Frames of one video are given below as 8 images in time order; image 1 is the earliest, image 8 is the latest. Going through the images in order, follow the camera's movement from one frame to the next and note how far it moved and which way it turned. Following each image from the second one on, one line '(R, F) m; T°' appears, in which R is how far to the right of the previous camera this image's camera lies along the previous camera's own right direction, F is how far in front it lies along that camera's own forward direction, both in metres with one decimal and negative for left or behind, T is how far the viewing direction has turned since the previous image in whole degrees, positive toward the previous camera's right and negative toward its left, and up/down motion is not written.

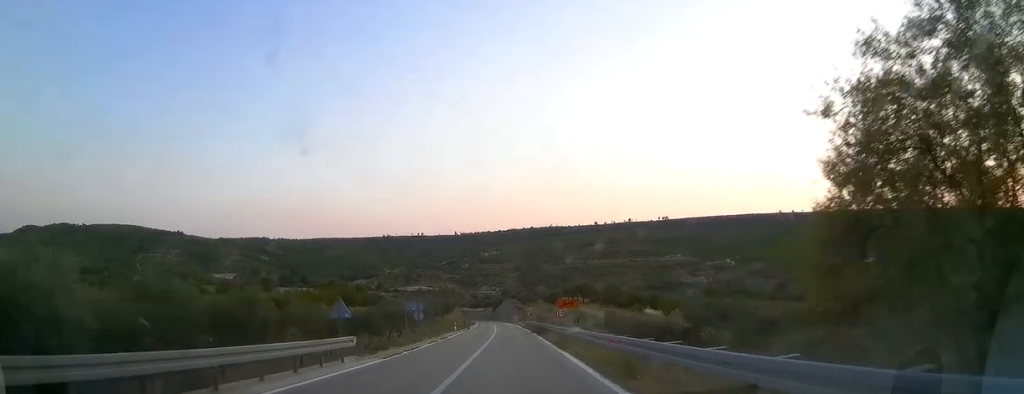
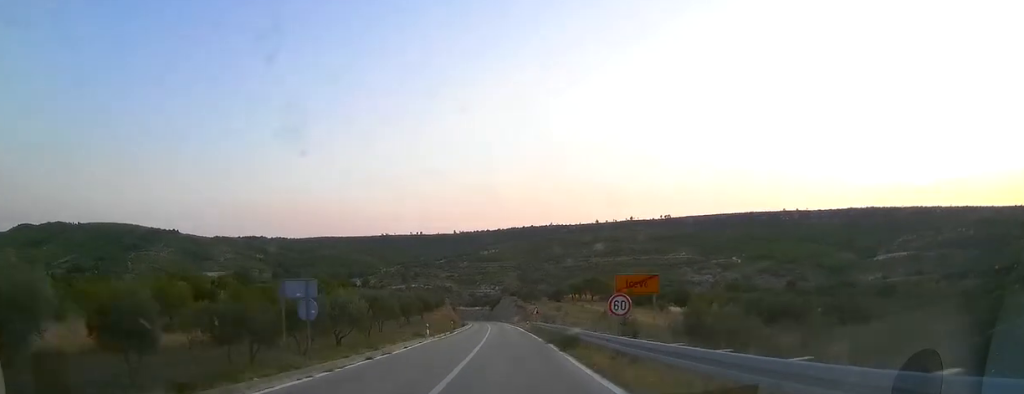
(0.0, +17.4) m; 0°
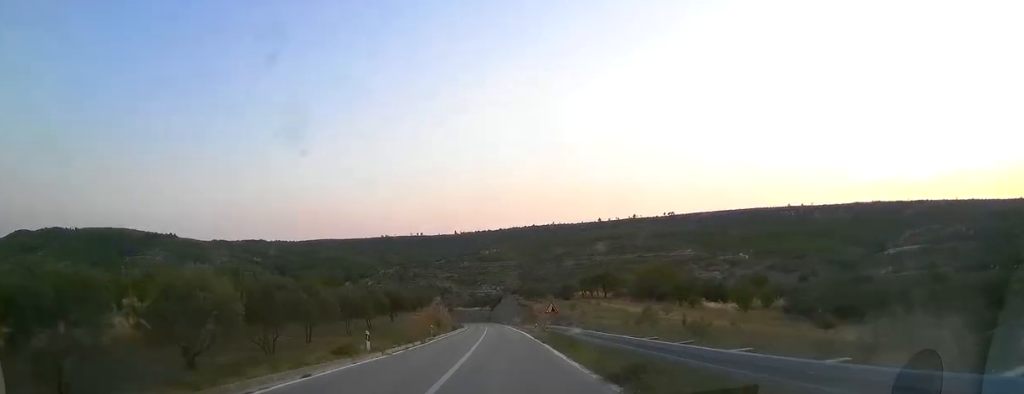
(0.0, +15.9) m; -1°
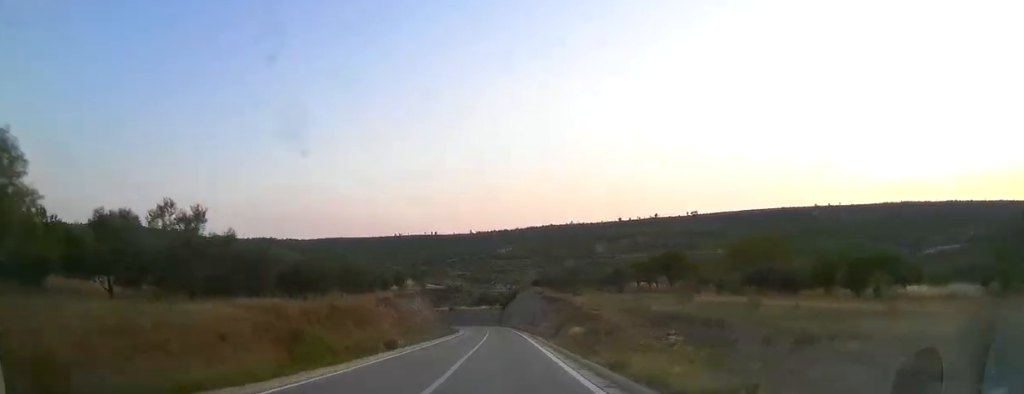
(-0.5, +39.6) m; -2°
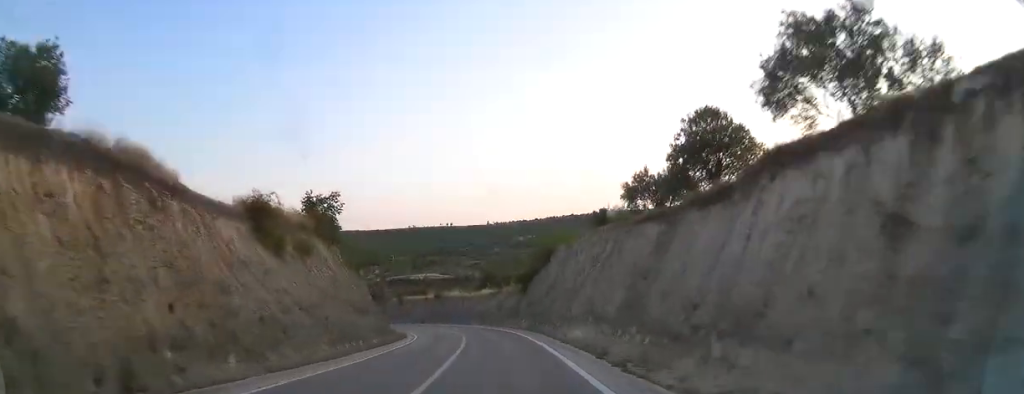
(-1.2, +55.7) m; -3°
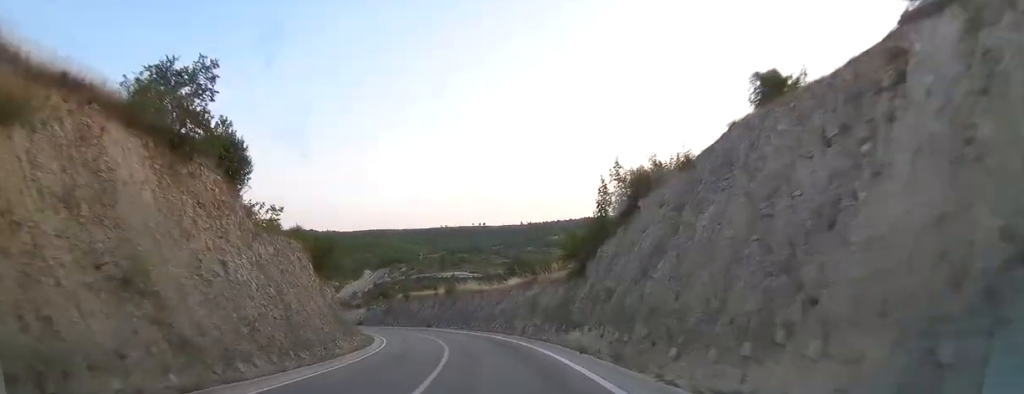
(0.0, +24.0) m; -4°
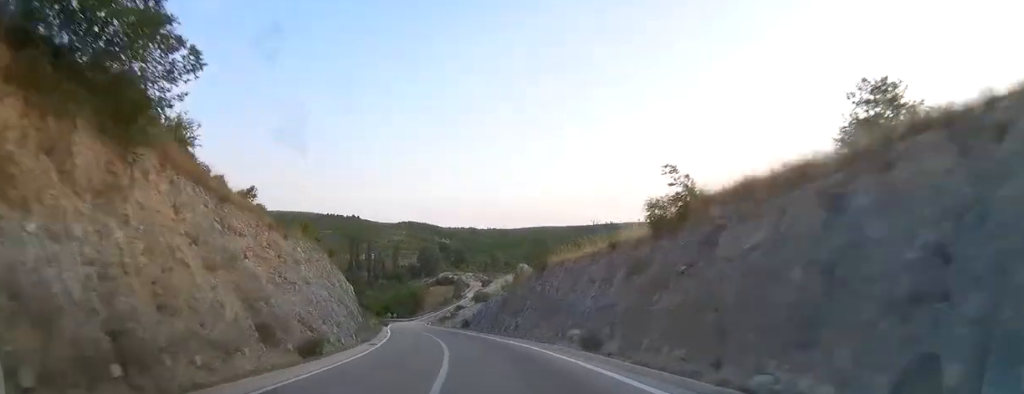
(-4.9, +50.4) m; -15°
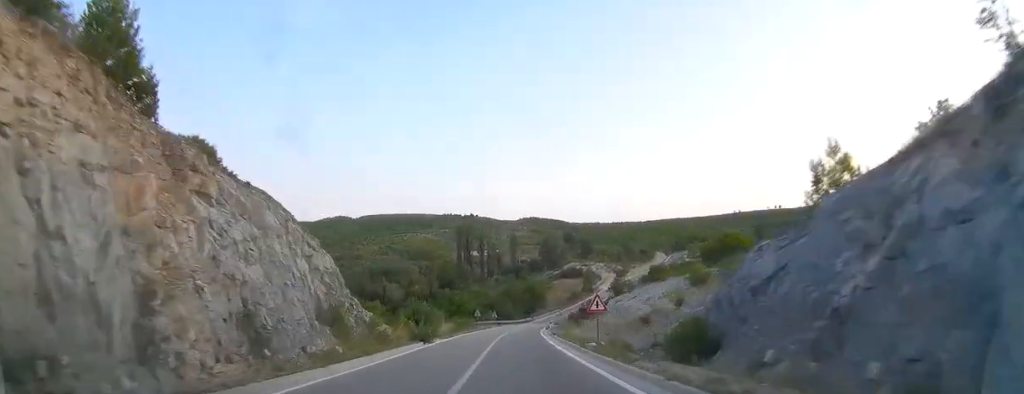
(-5.9, +47.6) m; -10°
